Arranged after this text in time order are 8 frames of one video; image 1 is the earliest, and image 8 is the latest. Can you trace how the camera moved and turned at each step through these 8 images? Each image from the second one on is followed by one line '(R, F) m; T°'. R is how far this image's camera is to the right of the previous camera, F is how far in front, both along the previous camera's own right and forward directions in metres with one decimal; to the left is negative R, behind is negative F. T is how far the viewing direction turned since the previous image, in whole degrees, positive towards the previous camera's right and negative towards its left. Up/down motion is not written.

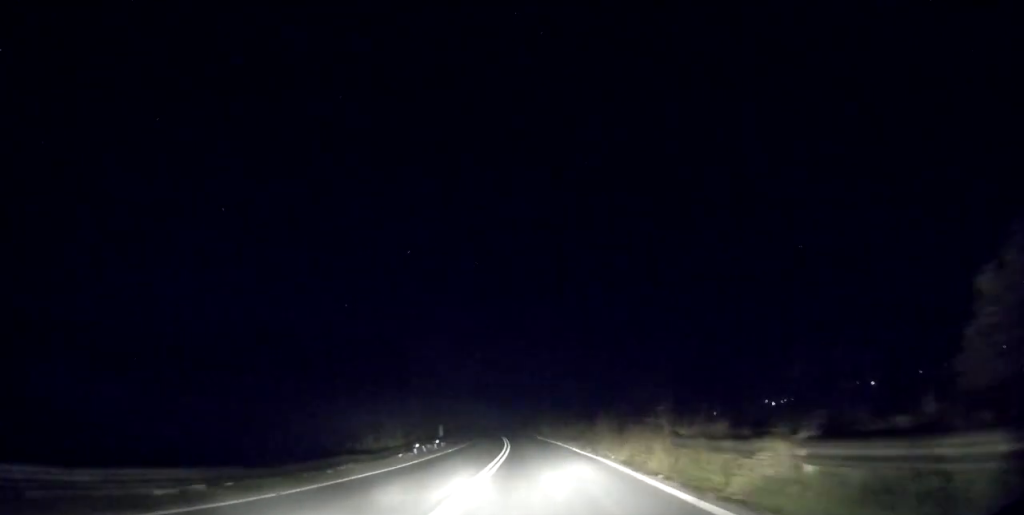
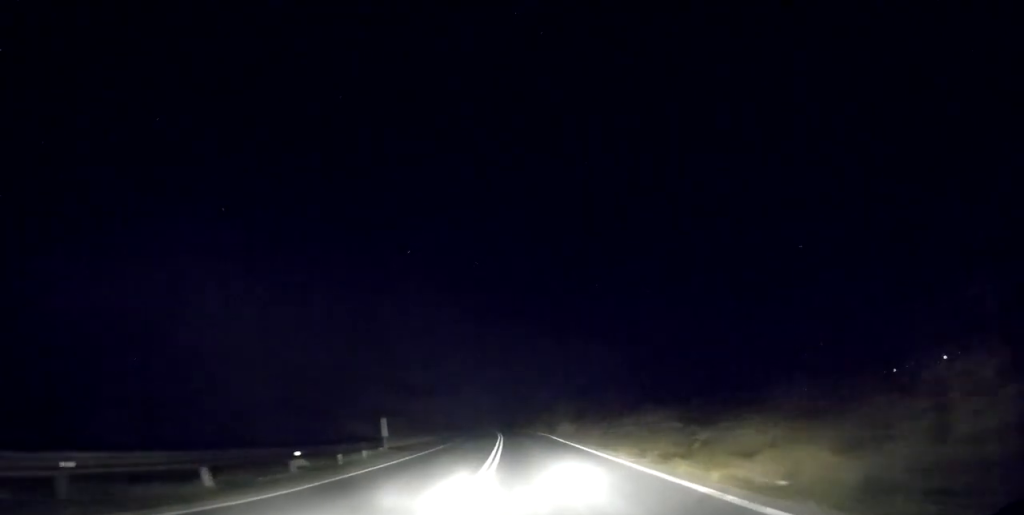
(-0.1, +23.6) m; -2°
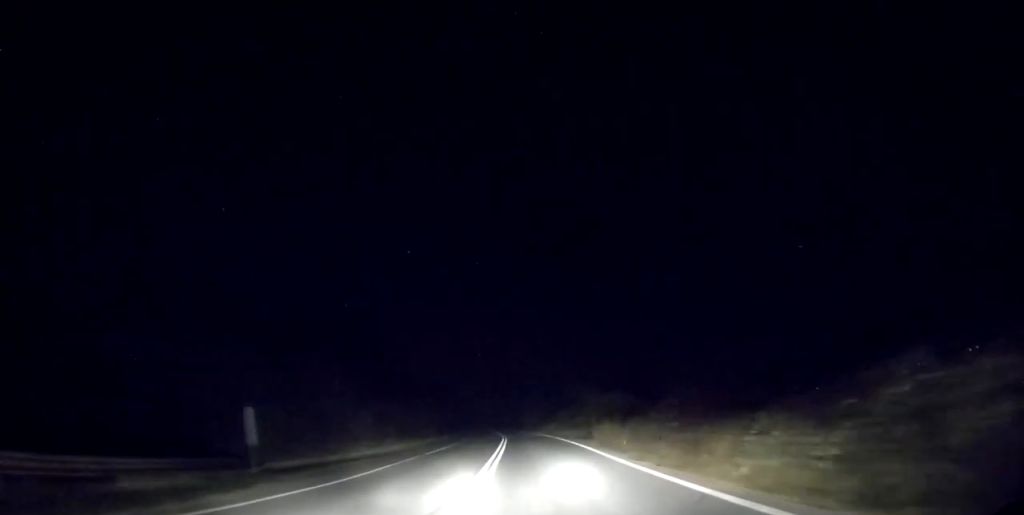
(-0.4, +16.7) m; -1°
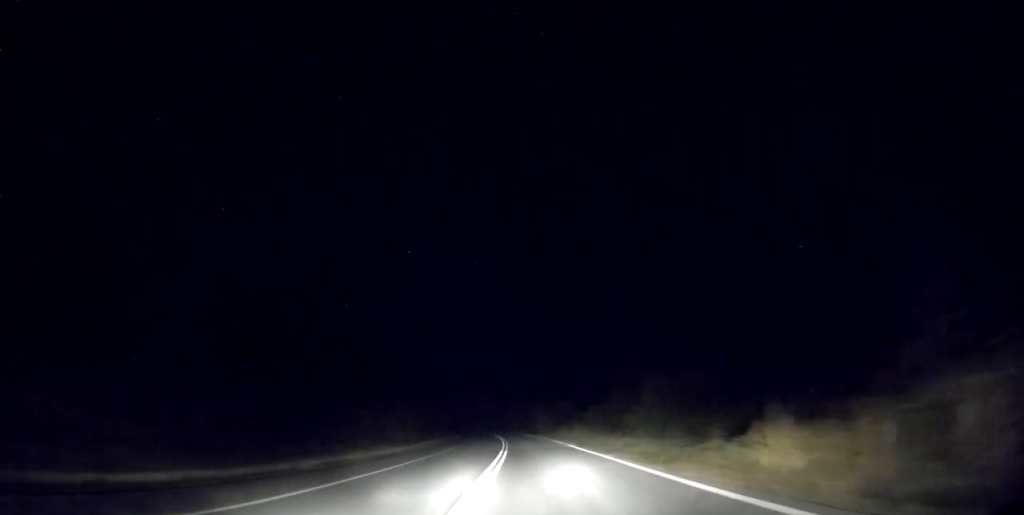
(+0.1, +20.1) m; 0°
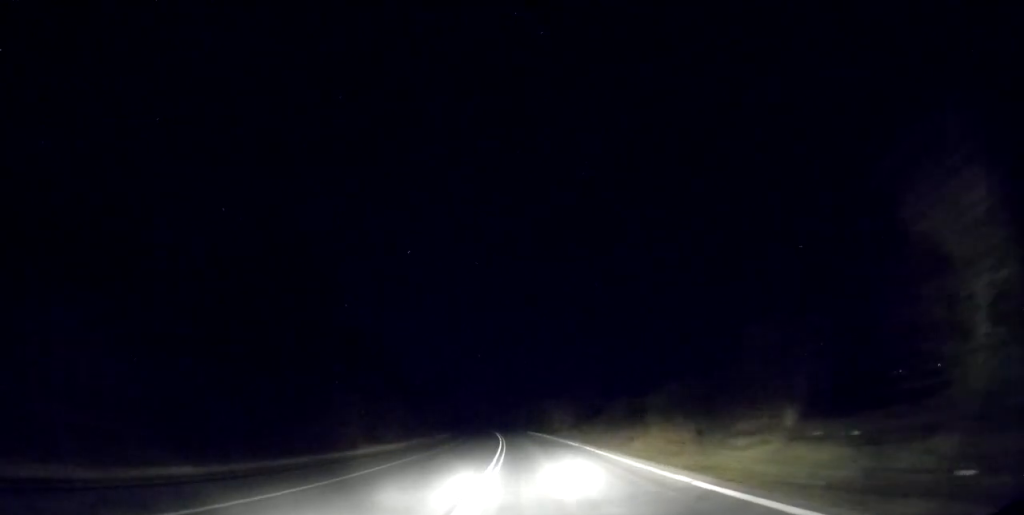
(-0.3, +22.0) m; -2°
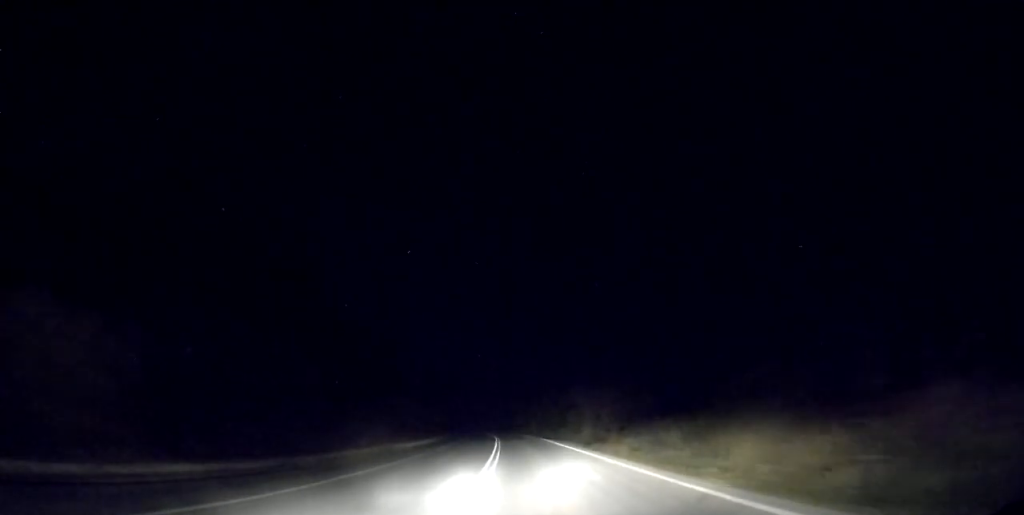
(-0.3, +23.1) m; -1°
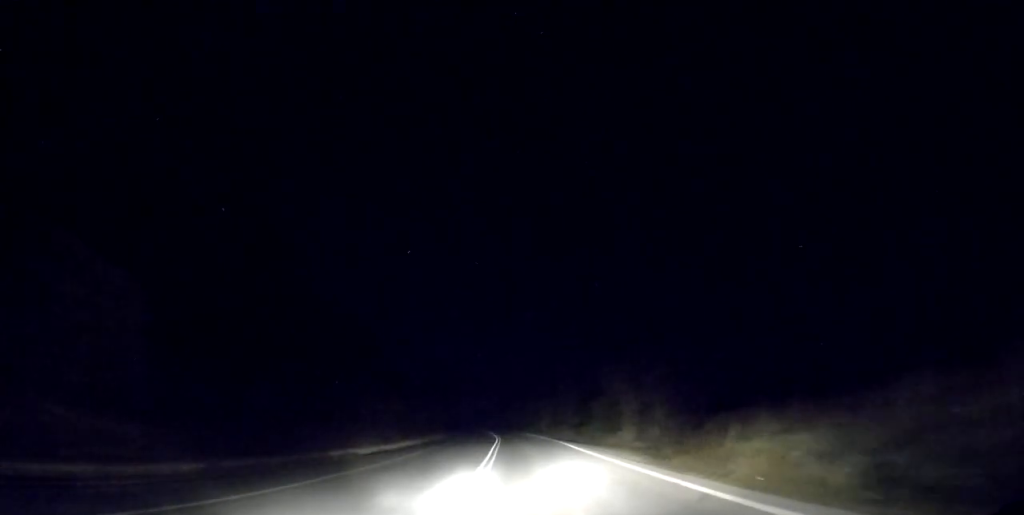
(0.0, +14.5) m; 0°
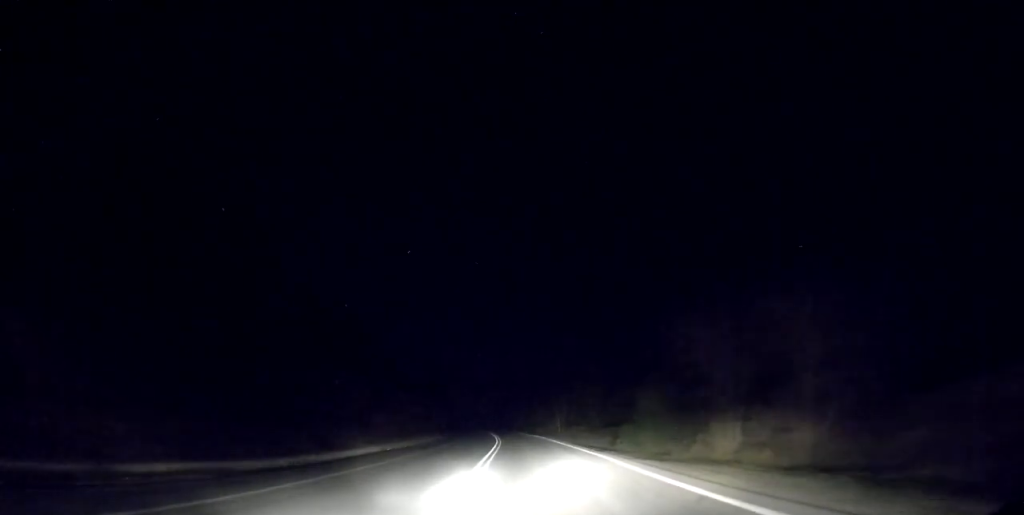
(0.0, +14.0) m; -1°
